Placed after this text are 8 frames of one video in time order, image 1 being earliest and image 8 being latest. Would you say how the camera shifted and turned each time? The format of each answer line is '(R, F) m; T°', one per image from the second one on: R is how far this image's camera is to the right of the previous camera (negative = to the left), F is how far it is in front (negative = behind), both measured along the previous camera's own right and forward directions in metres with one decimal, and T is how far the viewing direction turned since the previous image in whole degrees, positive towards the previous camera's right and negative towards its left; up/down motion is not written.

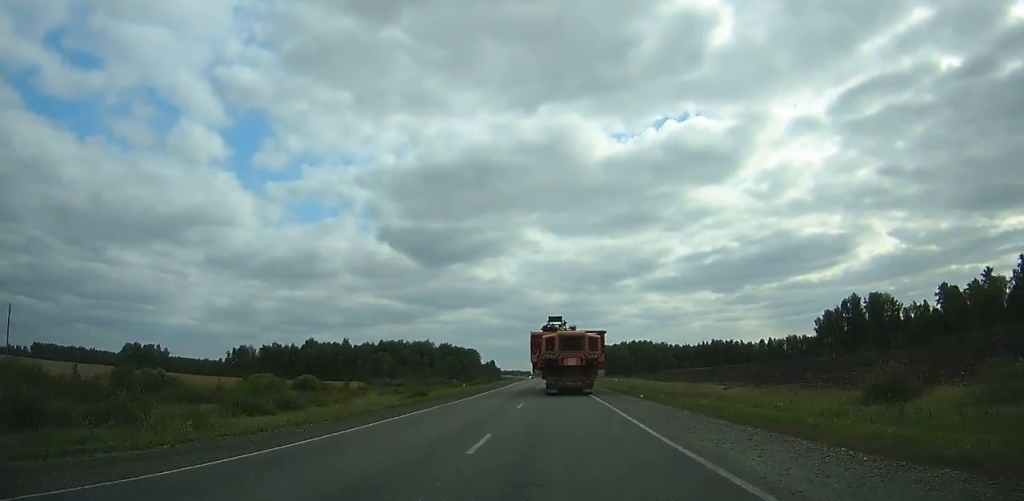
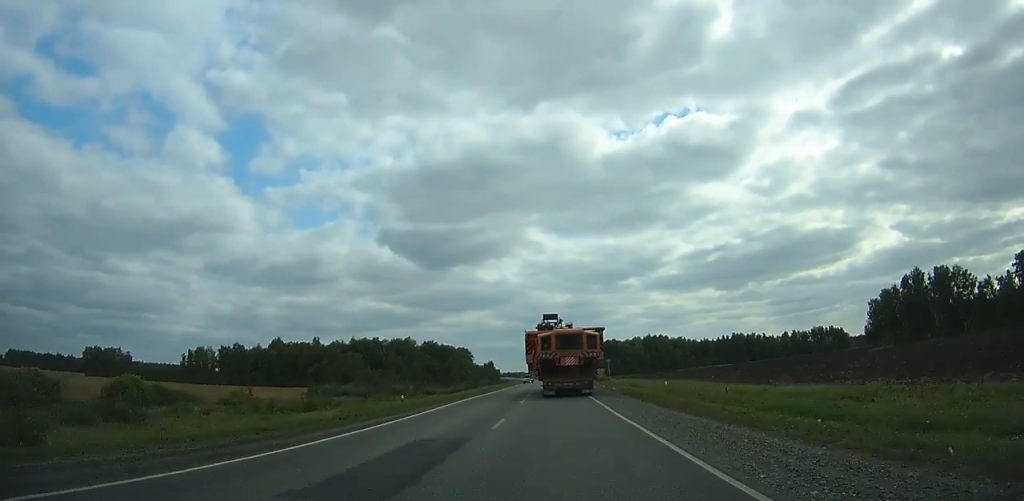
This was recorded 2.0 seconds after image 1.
(-0.2, +44.7) m; -1°
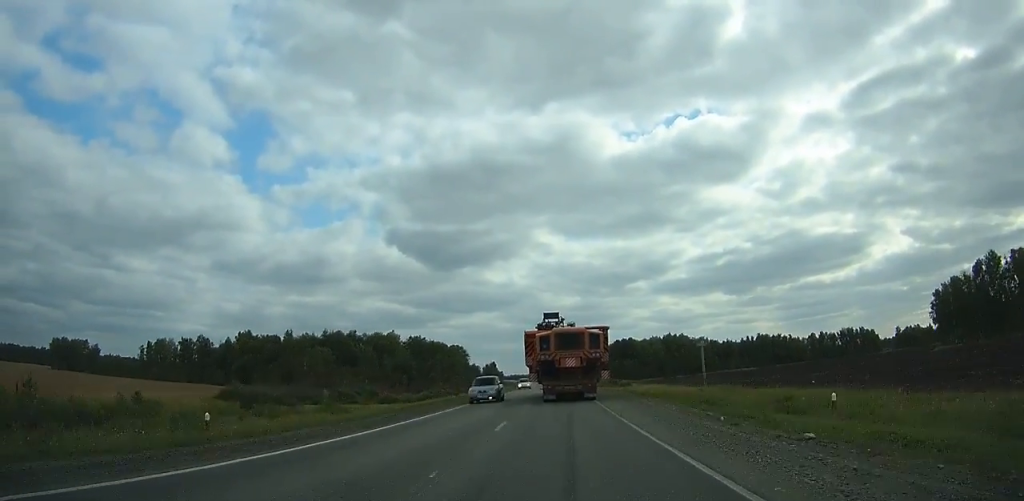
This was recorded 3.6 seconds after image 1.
(0.0, +36.6) m; -1°
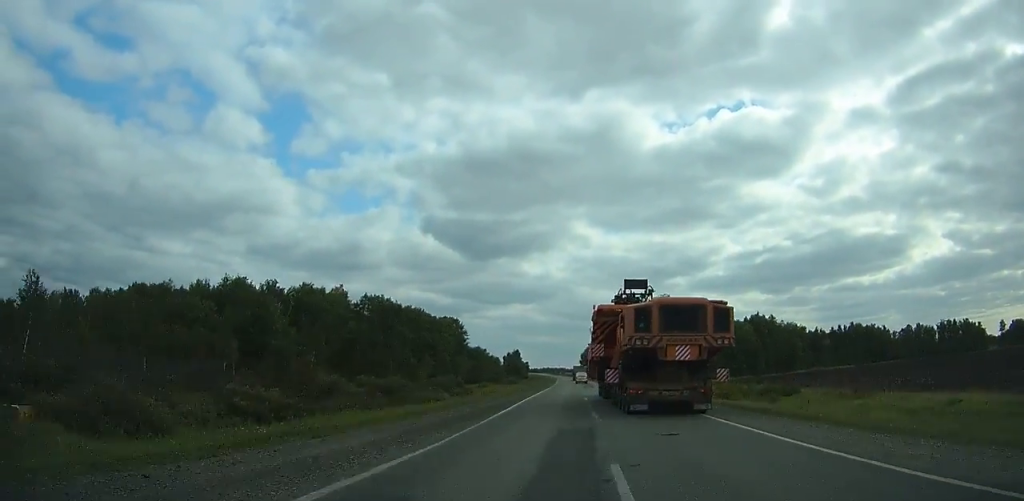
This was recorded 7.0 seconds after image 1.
(-1.2, +80.8) m; -2°
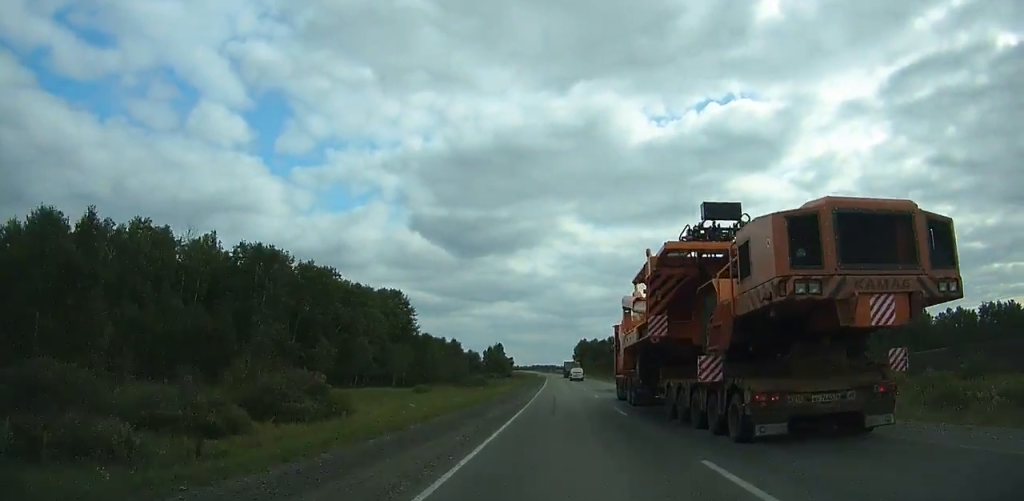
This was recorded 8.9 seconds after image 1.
(-0.6, +47.4) m; -1°
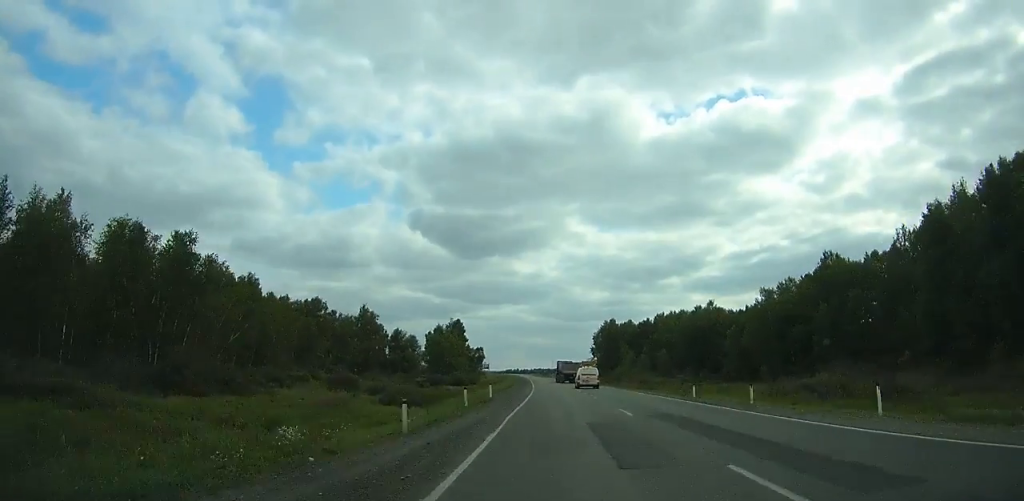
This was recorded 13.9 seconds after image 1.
(-0.3, +127.2) m; 0°
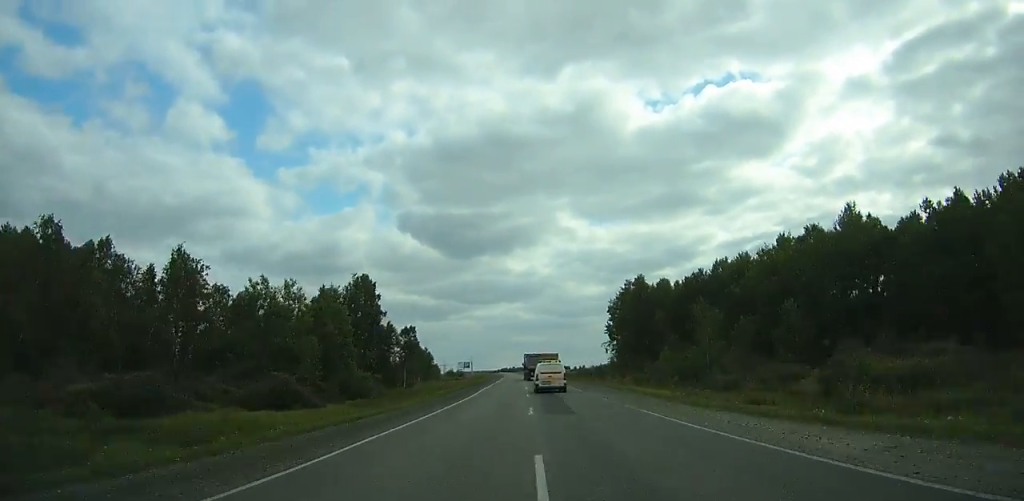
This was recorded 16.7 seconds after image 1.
(+0.1, +69.9) m; 0°
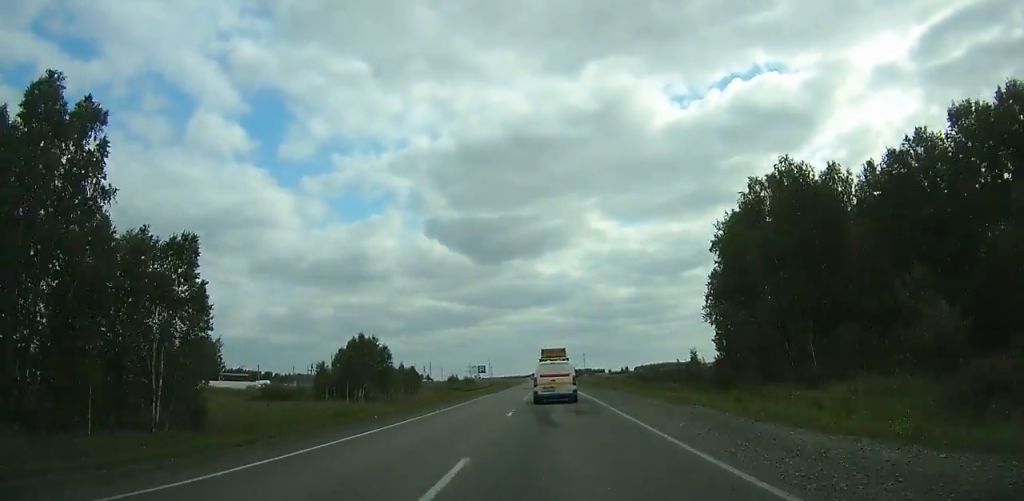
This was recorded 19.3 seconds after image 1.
(-0.1, +62.1) m; -2°
